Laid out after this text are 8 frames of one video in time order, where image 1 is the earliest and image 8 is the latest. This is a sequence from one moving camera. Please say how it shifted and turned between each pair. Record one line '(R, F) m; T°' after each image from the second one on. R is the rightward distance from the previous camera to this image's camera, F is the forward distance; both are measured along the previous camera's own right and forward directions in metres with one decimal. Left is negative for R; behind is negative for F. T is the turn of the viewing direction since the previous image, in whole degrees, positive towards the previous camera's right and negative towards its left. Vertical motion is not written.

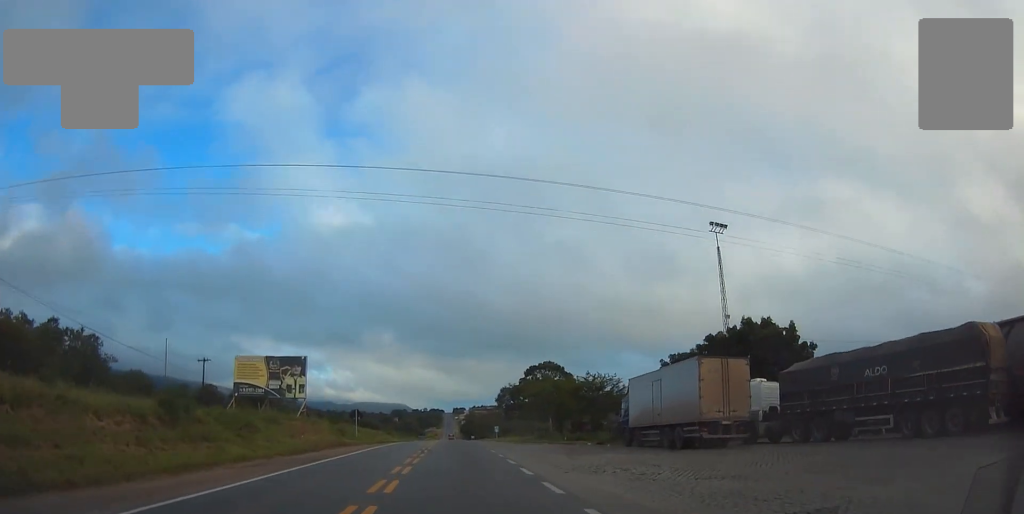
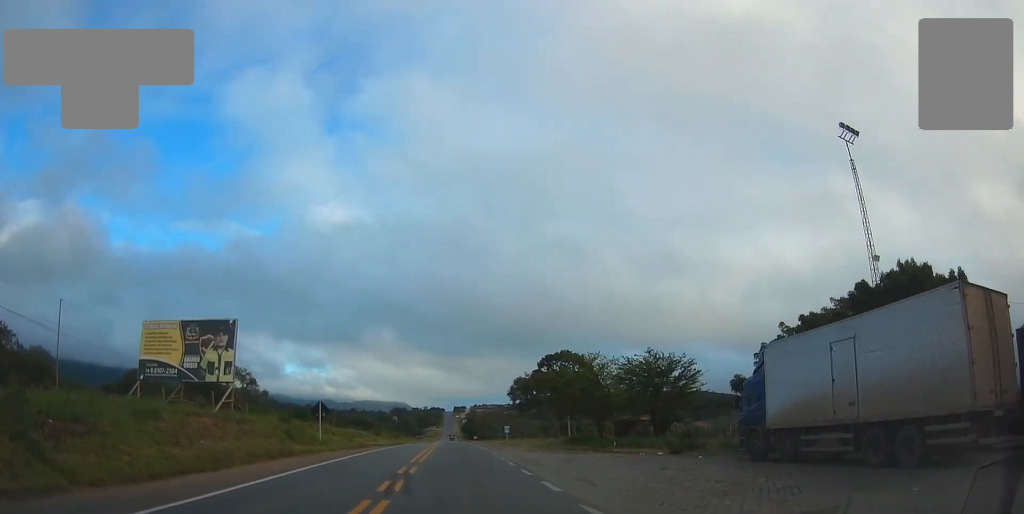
(-0.2, +15.0) m; +1°
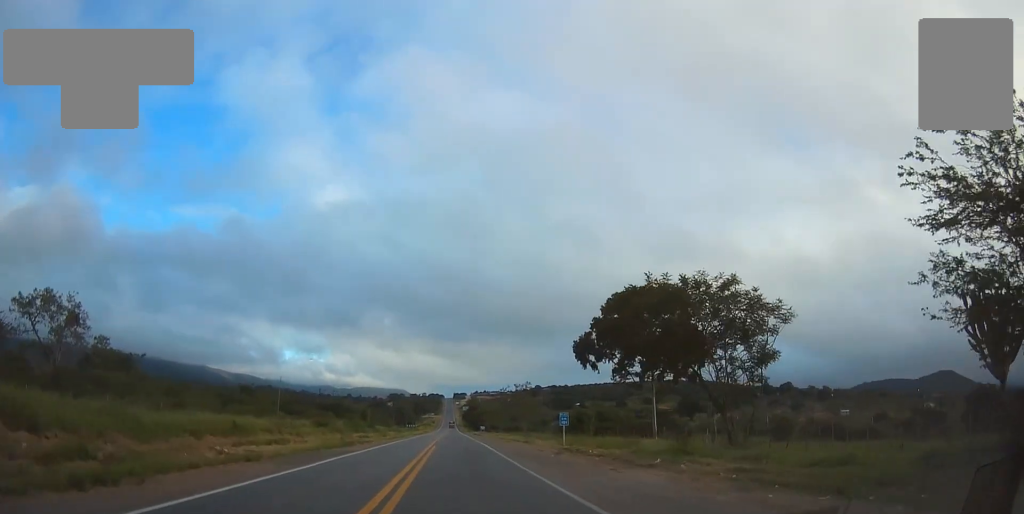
(+0.5, +37.2) m; 0°
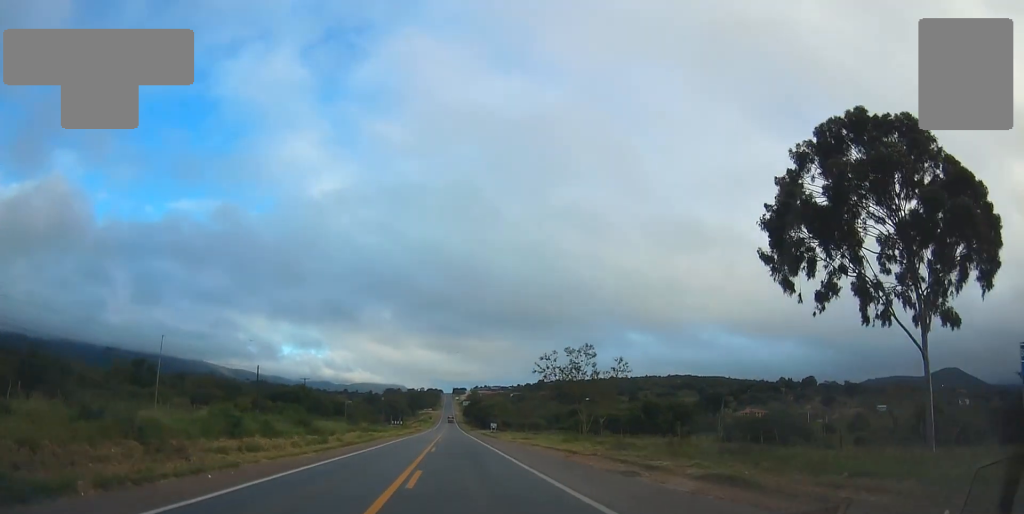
(-0.7, +33.5) m; -1°
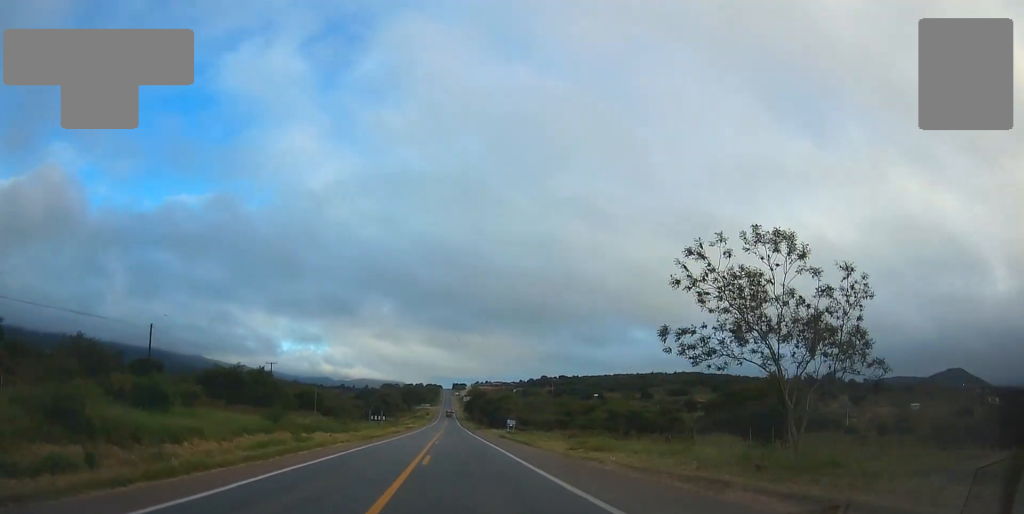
(0.0, +27.1) m; 0°
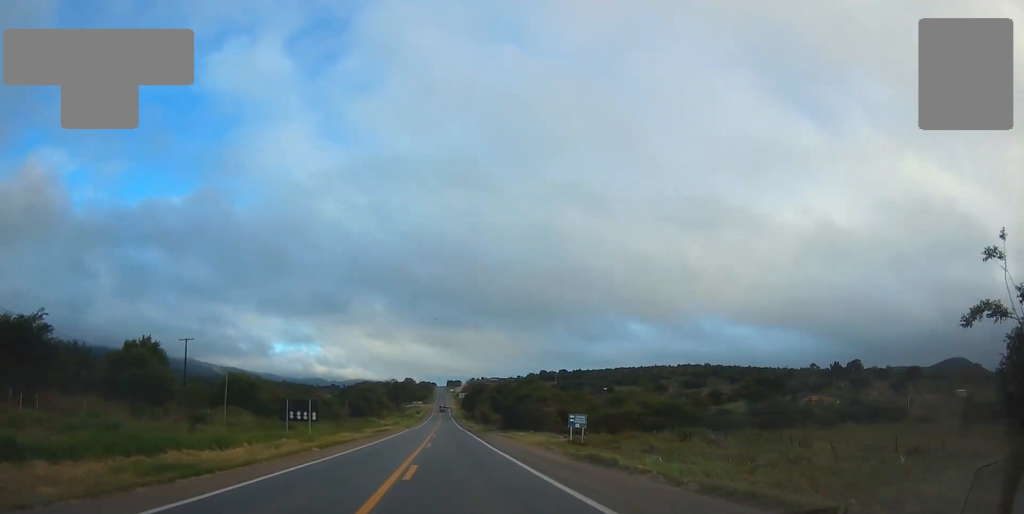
(0.0, +36.9) m; 0°
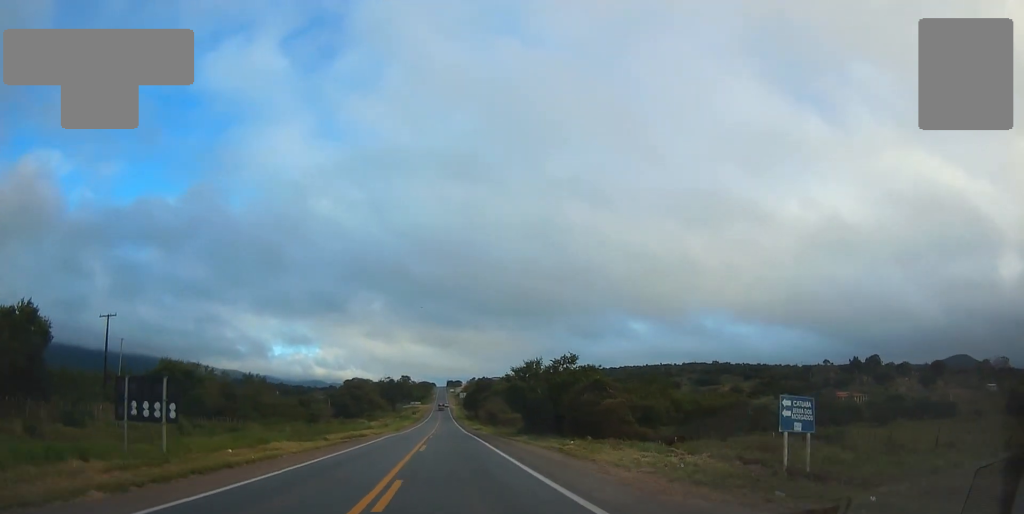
(+0.1, +20.4) m; +1°
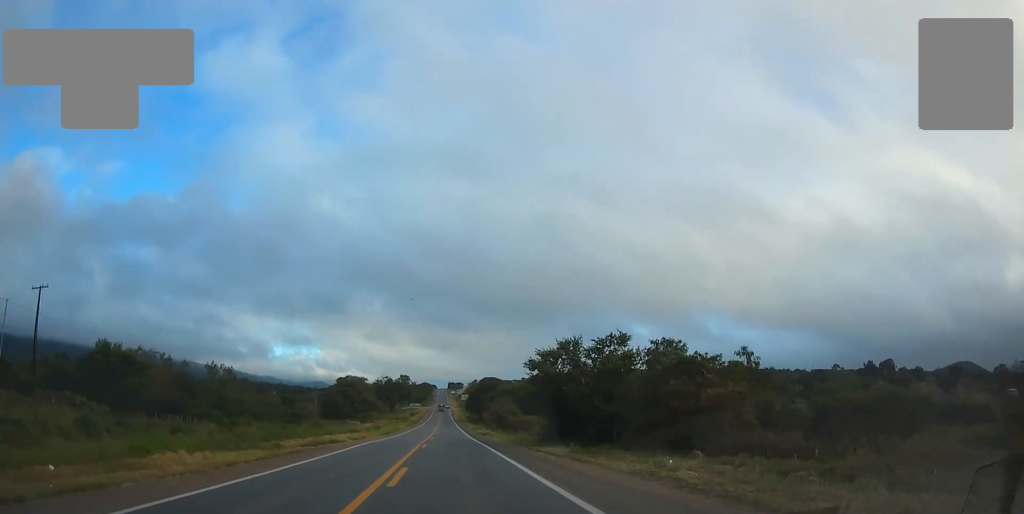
(+0.1, +13.0) m; +1°
